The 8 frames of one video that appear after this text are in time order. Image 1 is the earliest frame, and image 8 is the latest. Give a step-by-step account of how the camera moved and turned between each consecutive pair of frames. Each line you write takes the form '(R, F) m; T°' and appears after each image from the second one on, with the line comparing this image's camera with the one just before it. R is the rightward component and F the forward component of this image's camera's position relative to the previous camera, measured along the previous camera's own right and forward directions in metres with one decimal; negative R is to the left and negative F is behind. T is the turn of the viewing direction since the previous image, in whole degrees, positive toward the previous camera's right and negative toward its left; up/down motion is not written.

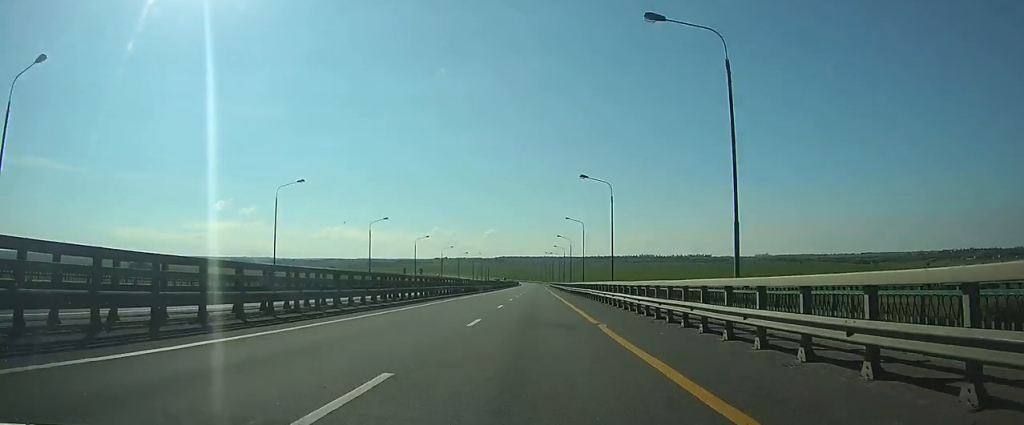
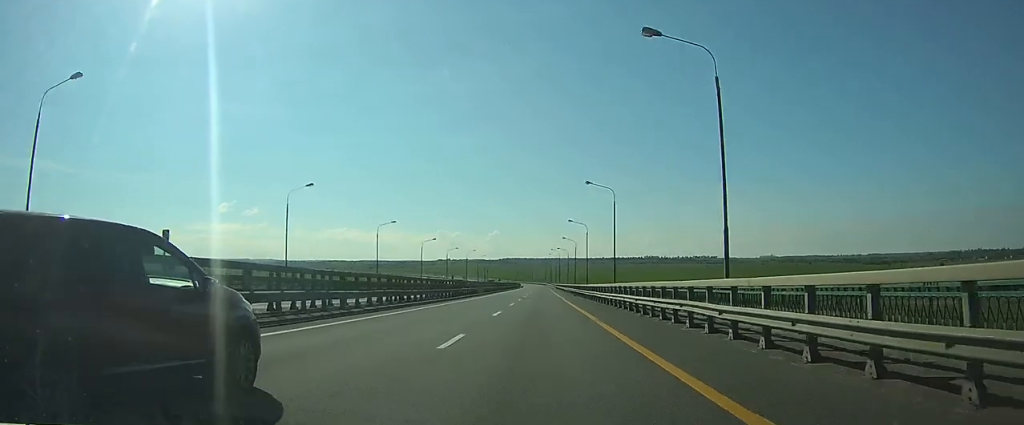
(0.0, +29.8) m; 0°
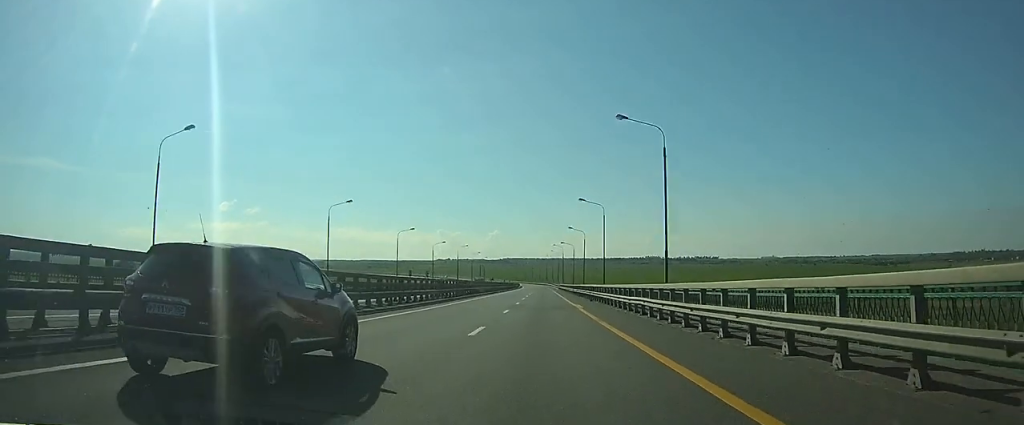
(0.0, +20.7) m; 0°
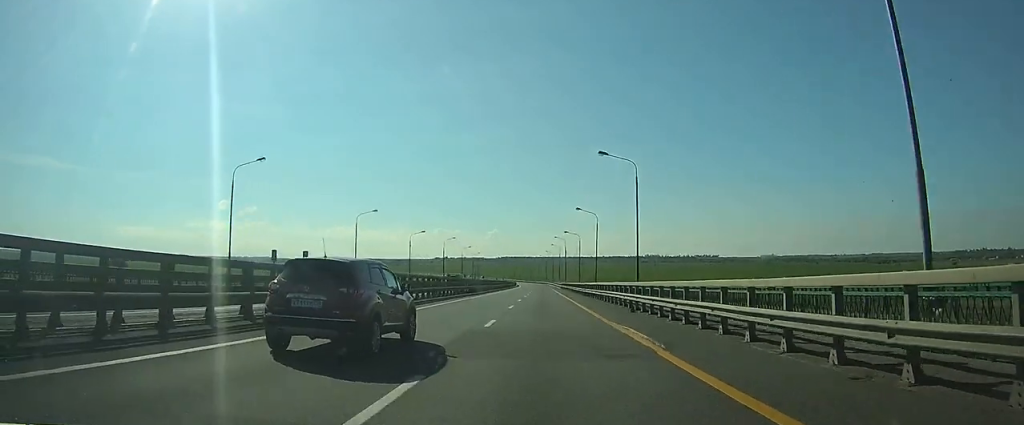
(0.0, +21.5) m; 0°
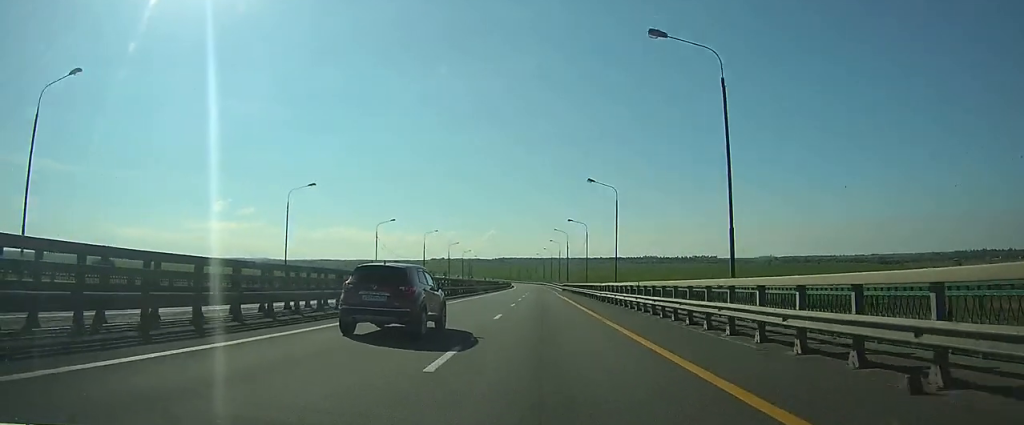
(0.0, +20.4) m; 0°
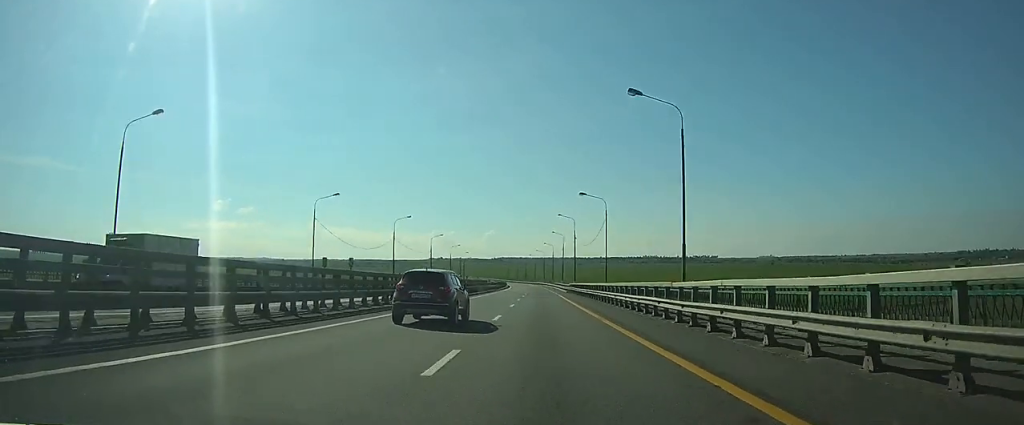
(0.0, +24.2) m; 0°
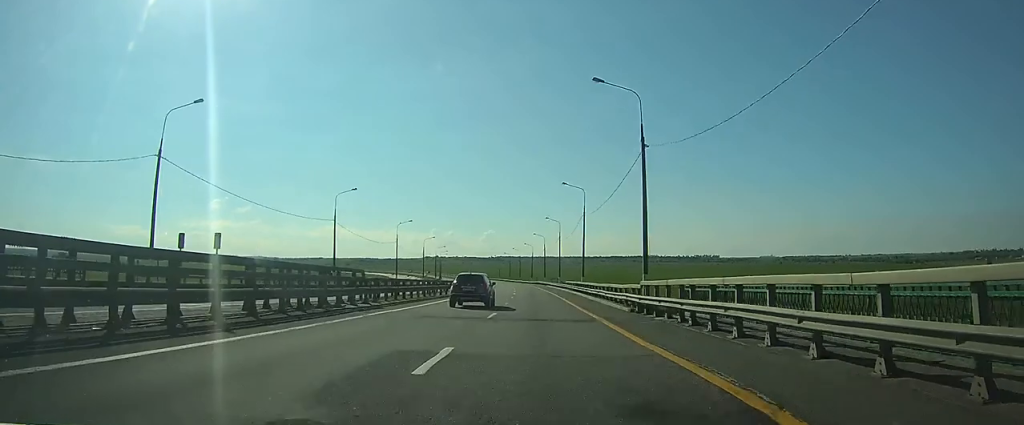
(+0.3, +59.8) m; 0°
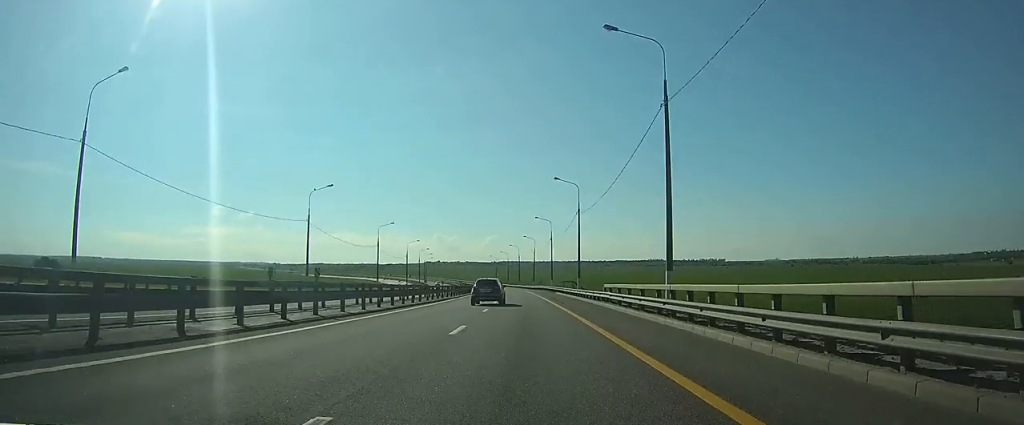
(-0.1, +41.4) m; 0°
